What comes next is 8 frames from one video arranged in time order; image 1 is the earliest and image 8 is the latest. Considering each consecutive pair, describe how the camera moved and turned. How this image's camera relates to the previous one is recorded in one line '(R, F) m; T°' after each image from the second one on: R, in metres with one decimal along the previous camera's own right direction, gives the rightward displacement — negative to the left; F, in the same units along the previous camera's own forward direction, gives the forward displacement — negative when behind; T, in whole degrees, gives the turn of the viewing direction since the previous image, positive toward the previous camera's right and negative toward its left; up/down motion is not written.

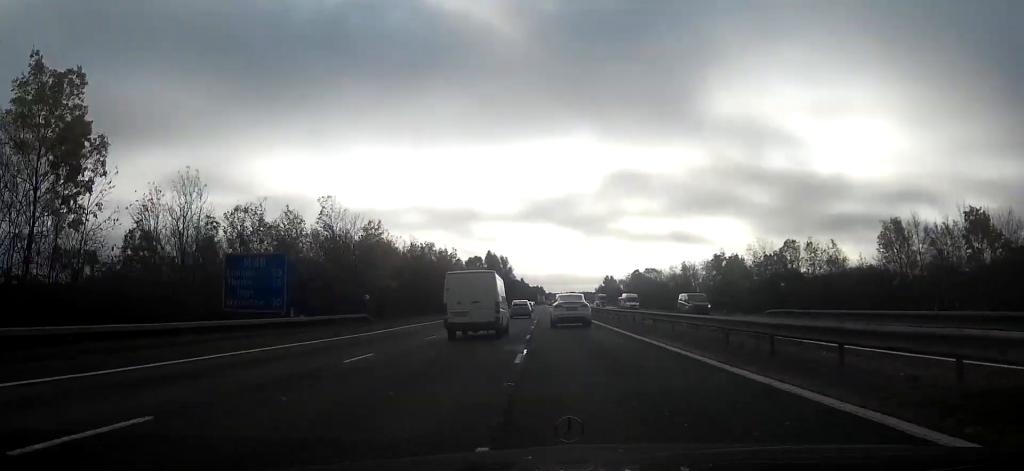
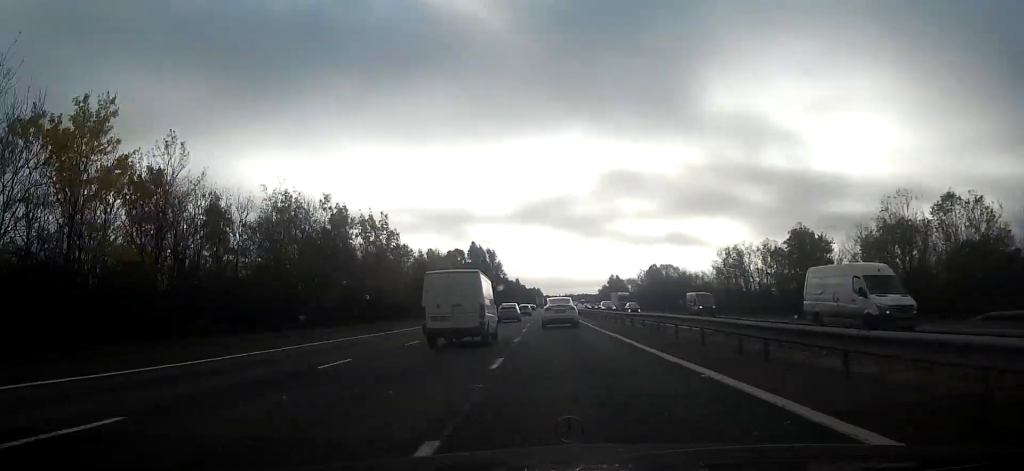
(0.0, +36.0) m; 0°
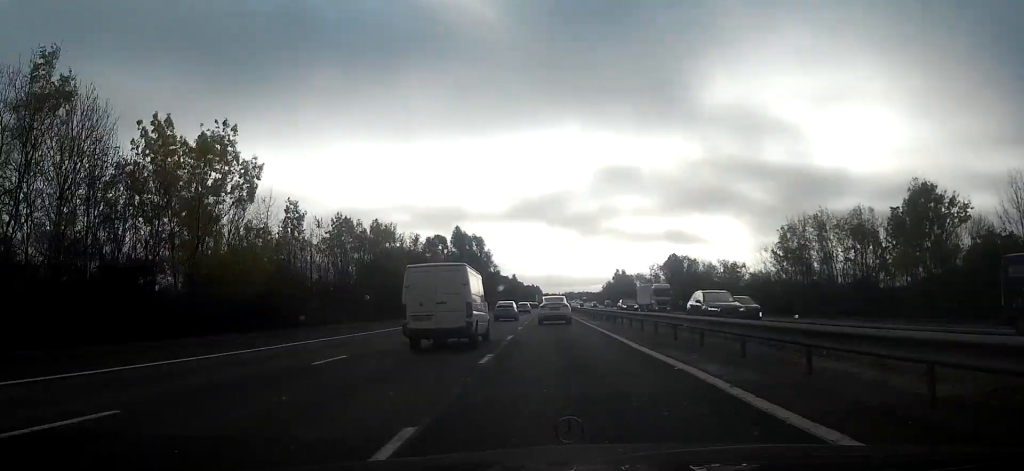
(0.0, +26.2) m; 0°
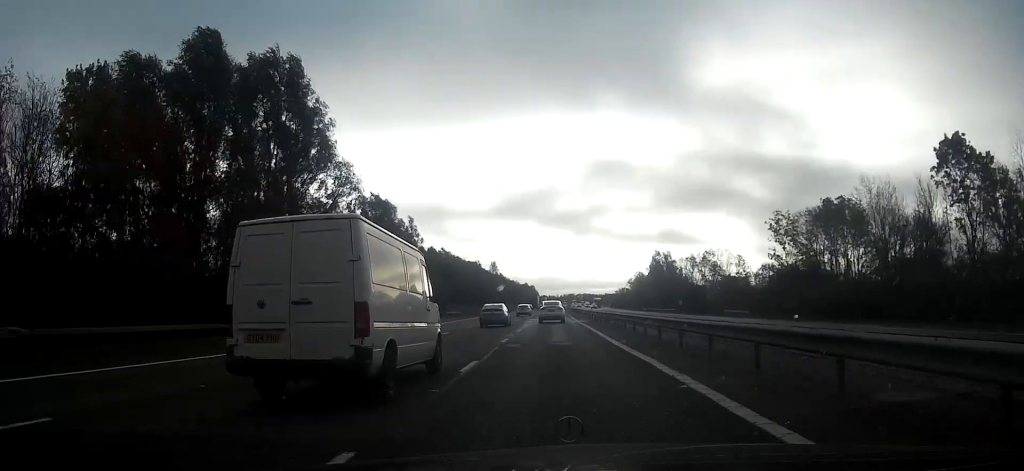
(+0.3, +100.5) m; 0°
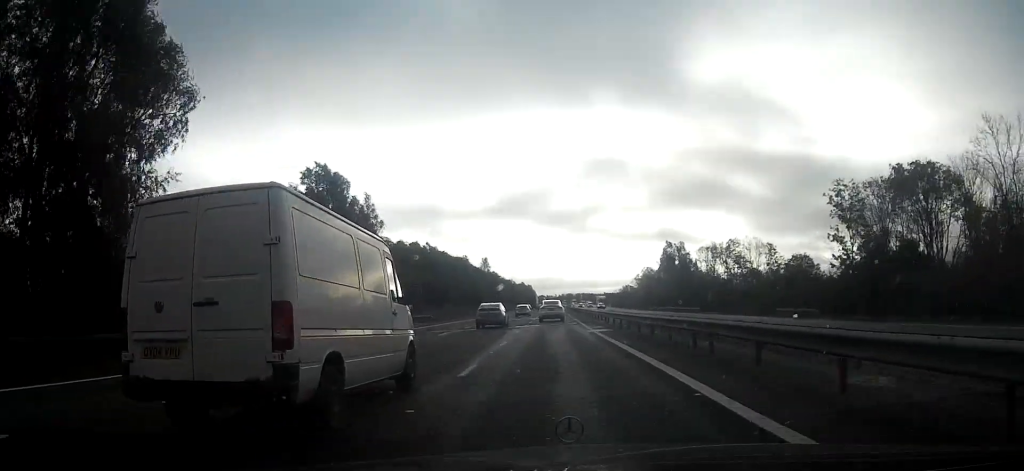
(0.0, +19.2) m; 0°
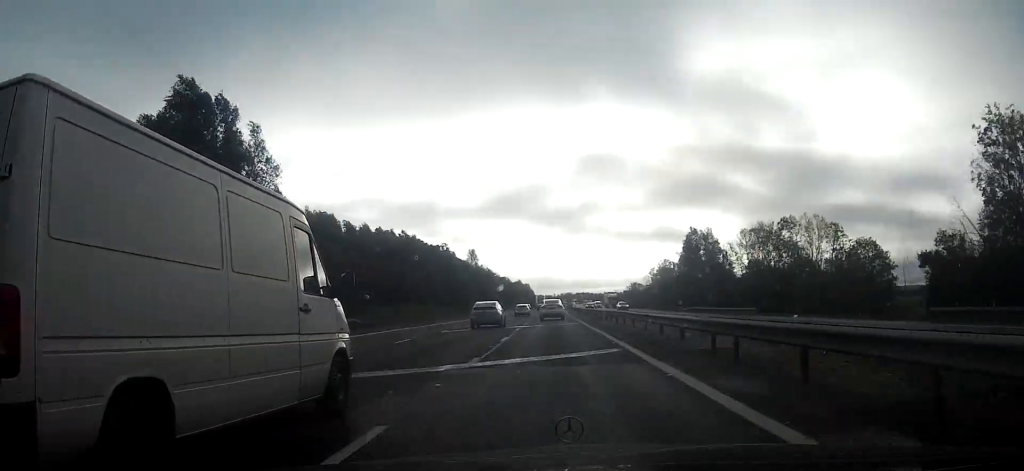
(0.0, +26.0) m; 0°
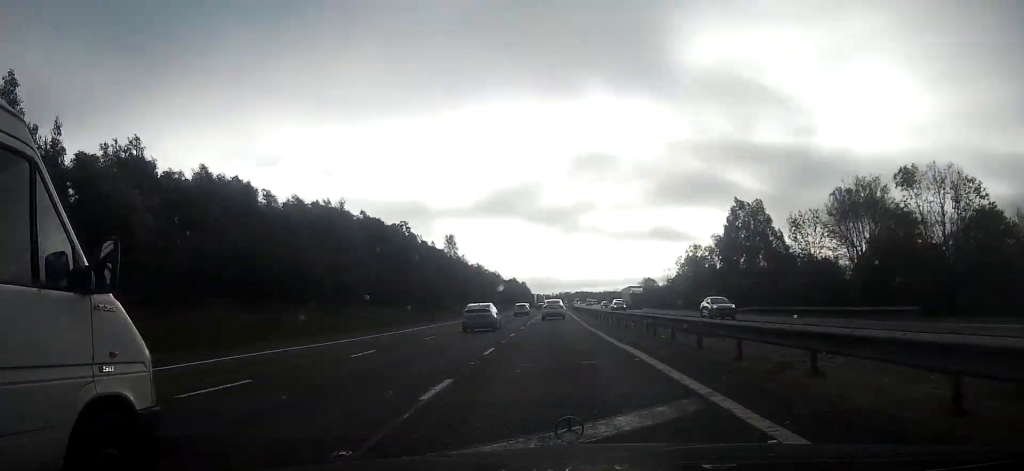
(0.0, +30.6) m; 0°
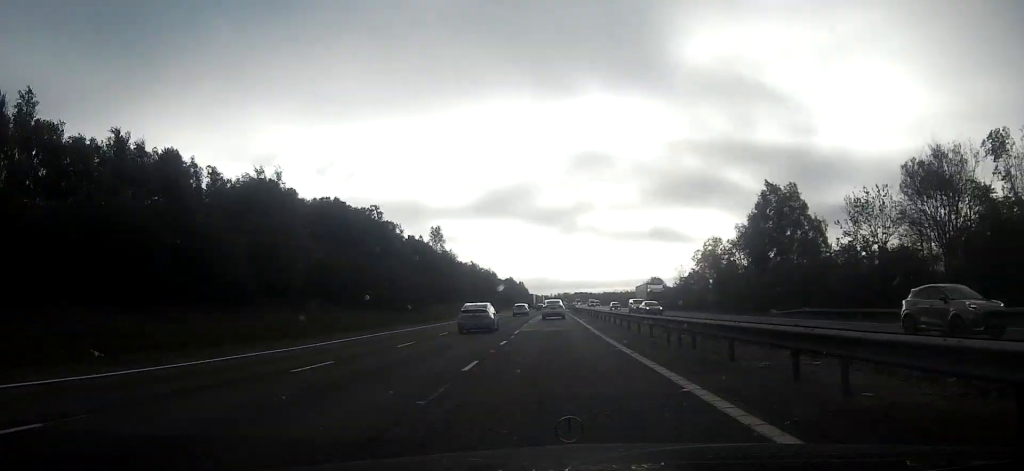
(+0.1, +13.7) m; 0°
